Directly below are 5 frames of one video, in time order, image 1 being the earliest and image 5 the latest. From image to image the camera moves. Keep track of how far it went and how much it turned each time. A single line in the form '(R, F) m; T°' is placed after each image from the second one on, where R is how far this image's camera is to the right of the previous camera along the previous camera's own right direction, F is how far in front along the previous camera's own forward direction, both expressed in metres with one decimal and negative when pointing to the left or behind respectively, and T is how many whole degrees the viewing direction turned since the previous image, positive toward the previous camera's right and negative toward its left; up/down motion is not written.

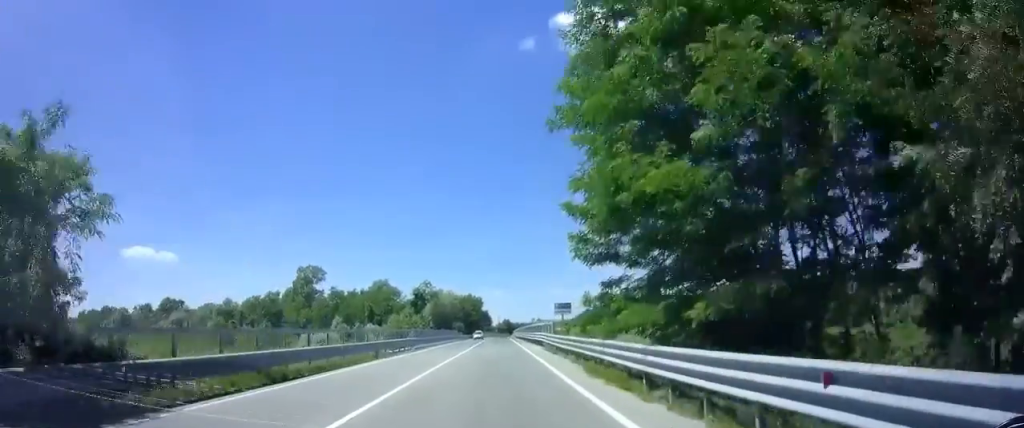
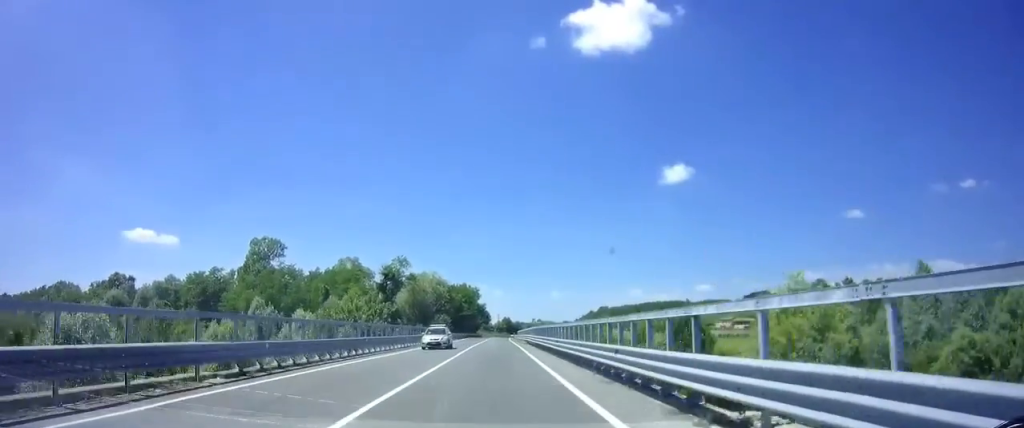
(0.0, +30.7) m; -1°
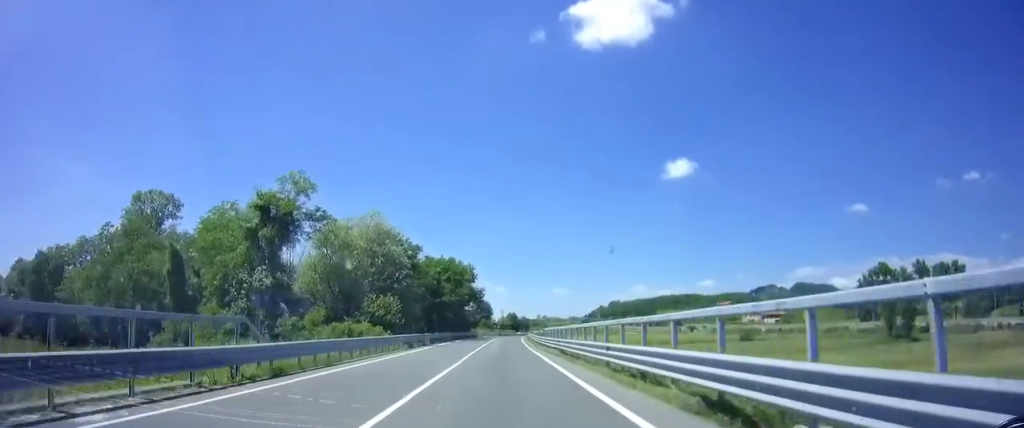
(-0.4, +44.6) m; +1°
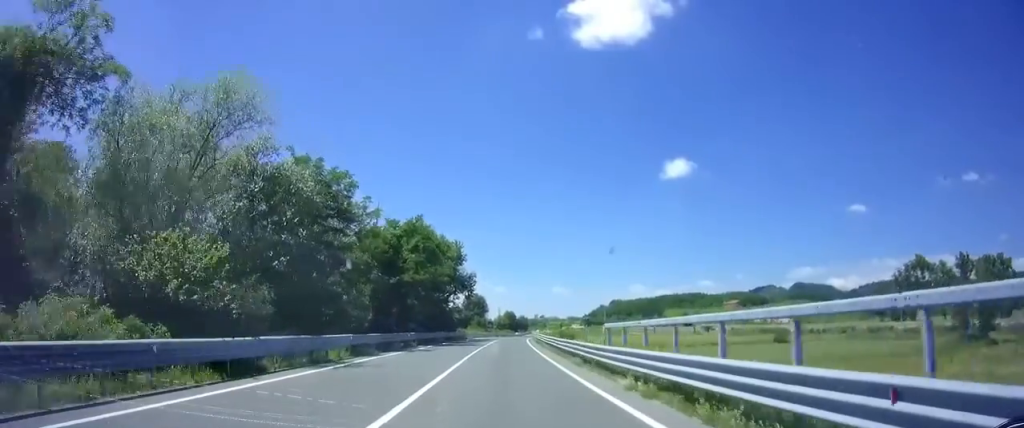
(+0.3, +24.4) m; 0°
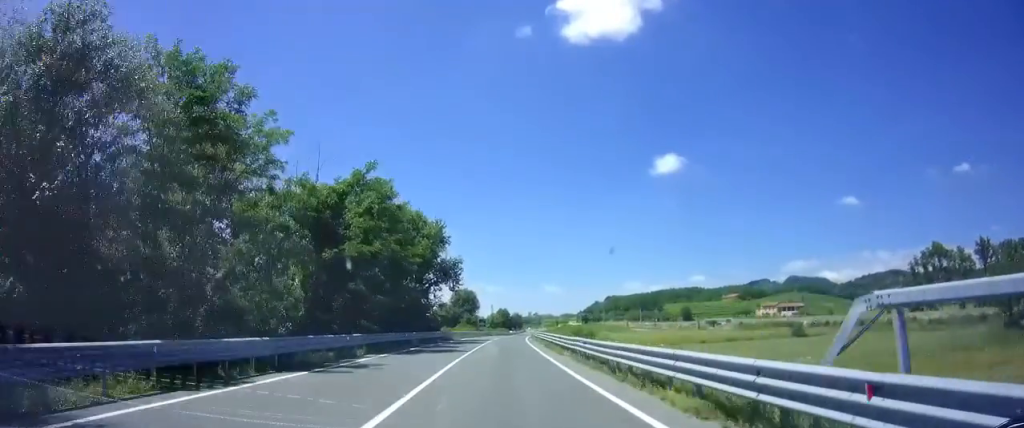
(-0.2, +14.3) m; 0°
